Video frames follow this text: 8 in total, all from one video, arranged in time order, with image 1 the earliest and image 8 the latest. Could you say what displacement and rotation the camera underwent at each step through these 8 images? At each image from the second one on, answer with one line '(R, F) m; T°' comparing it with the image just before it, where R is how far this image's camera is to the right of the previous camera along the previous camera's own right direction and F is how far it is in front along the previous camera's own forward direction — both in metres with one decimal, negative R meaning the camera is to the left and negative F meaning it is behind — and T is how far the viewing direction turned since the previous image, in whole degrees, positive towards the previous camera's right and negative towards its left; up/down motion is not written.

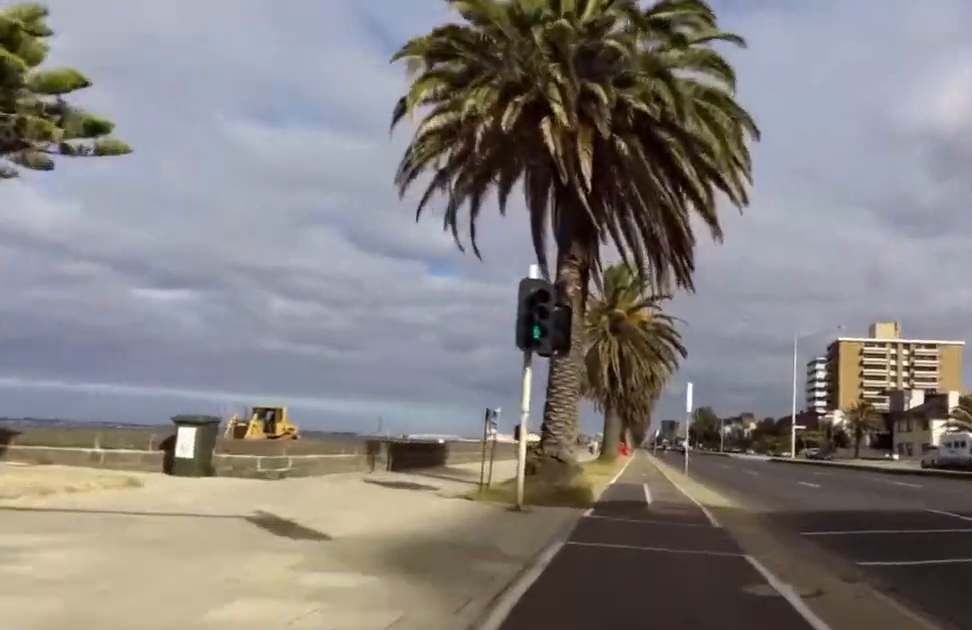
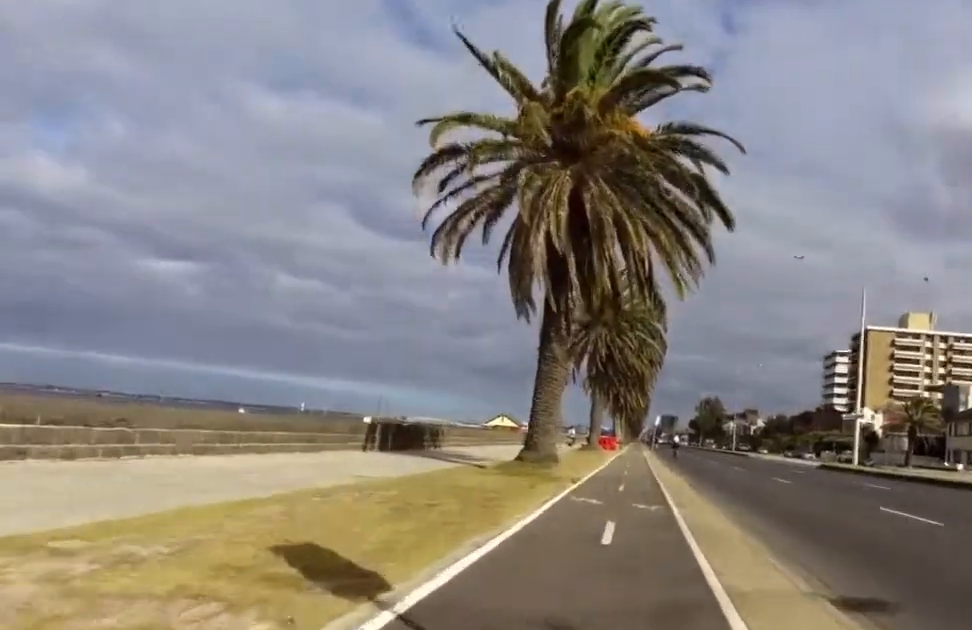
(-1.8, +21.2) m; 0°
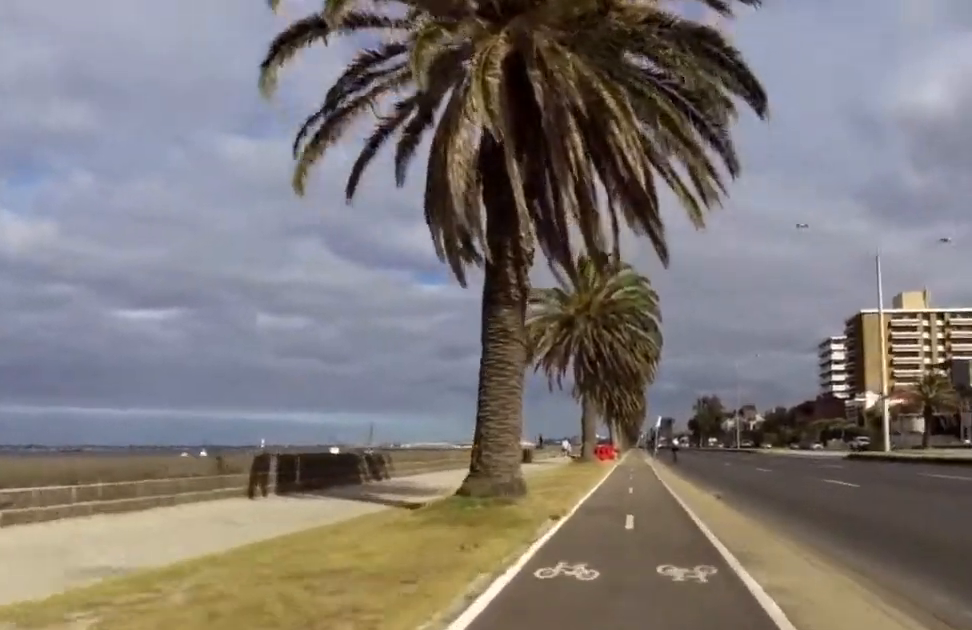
(+0.8, +5.8) m; 0°
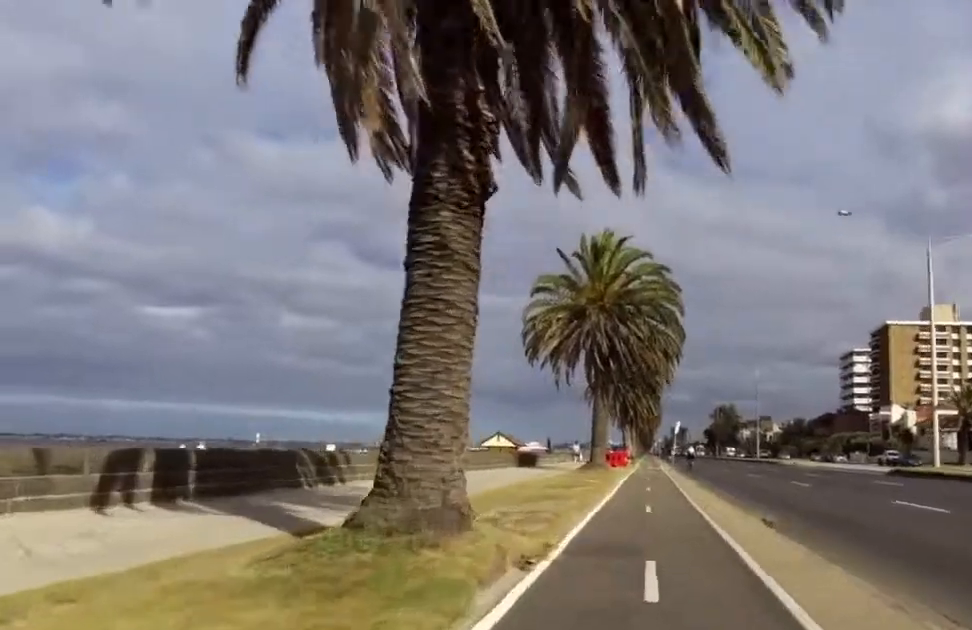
(-0.5, +4.4) m; 0°
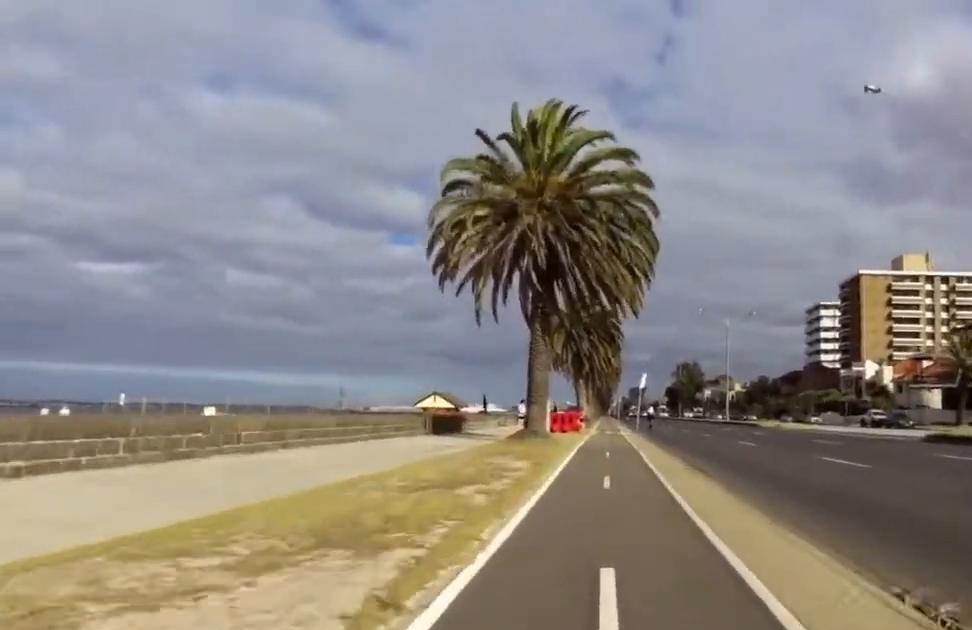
(+0.1, +9.7) m; +4°
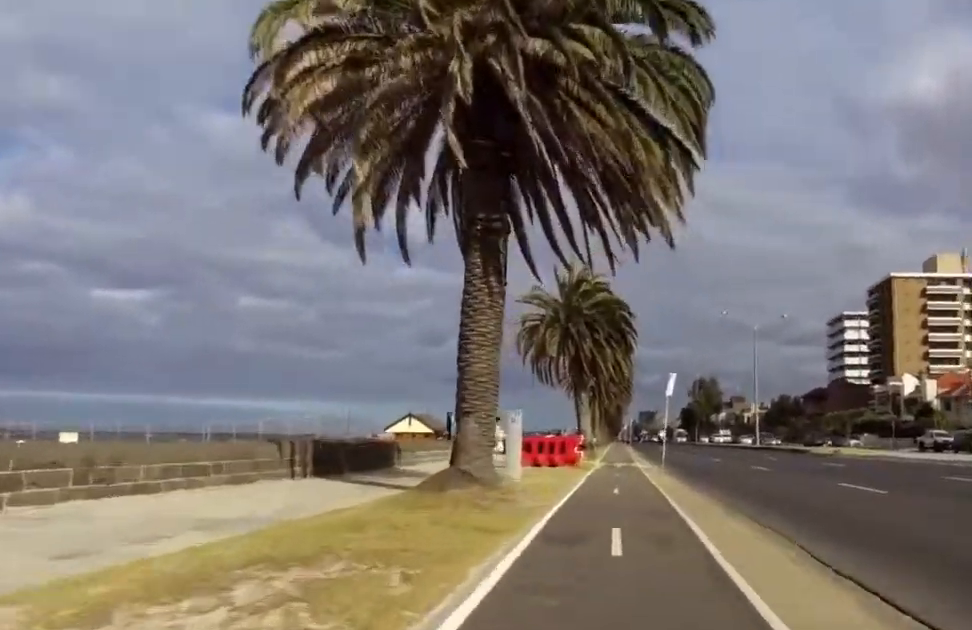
(+0.7, +12.3) m; -4°
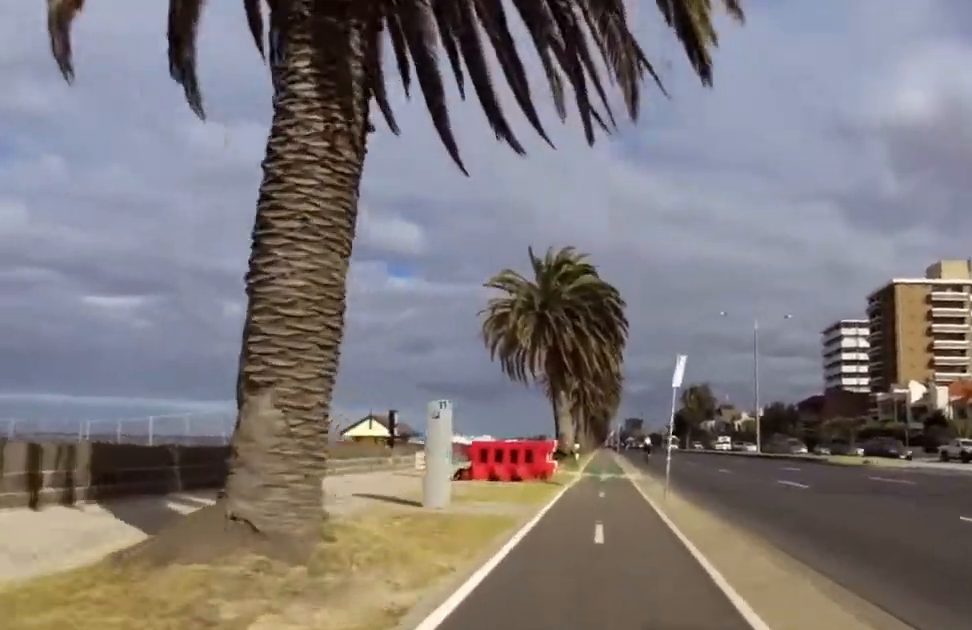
(-0.8, +6.7) m; 0°
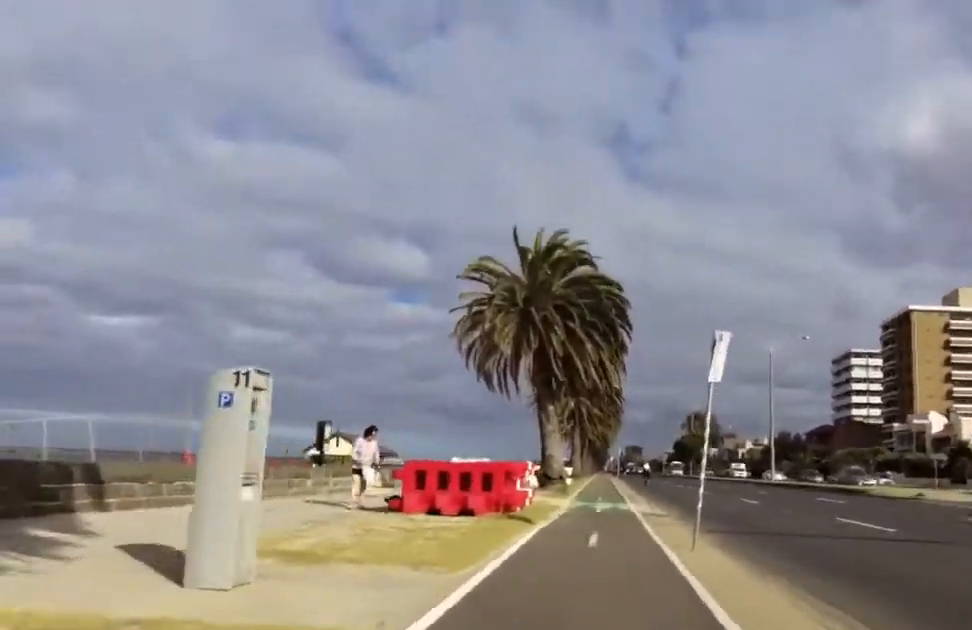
(+0.1, +6.1) m; 0°
